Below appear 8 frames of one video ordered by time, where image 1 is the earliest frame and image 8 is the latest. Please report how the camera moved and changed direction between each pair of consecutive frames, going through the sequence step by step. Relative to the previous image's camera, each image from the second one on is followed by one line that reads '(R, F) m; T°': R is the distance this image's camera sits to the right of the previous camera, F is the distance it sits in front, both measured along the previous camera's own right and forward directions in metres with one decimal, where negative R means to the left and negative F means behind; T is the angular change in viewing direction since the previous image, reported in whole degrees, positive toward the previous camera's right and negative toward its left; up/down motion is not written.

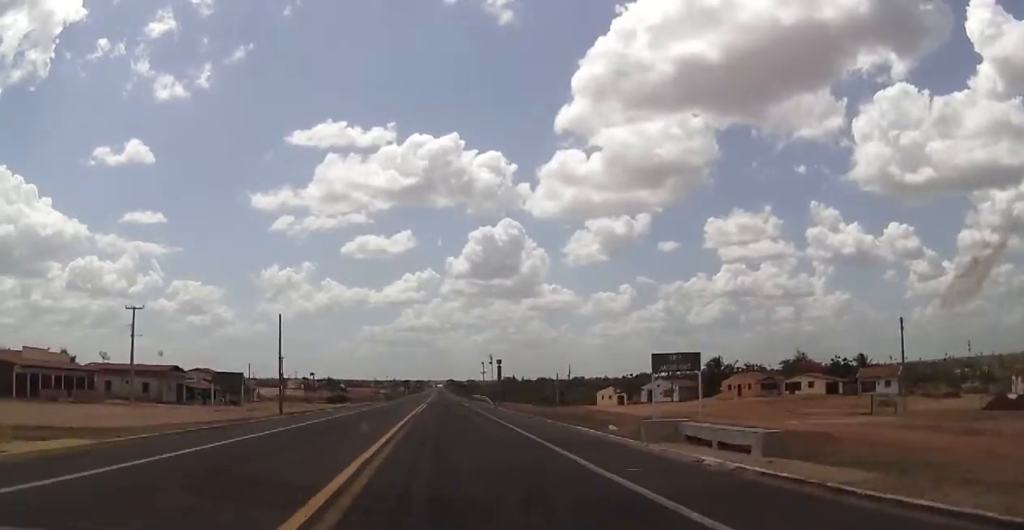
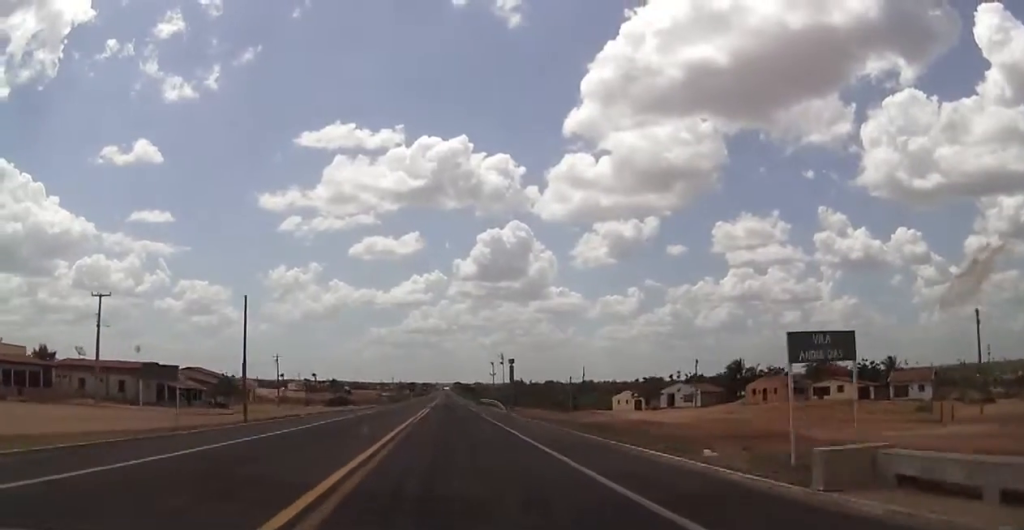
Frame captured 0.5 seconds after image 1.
(0.0, +8.7) m; 0°
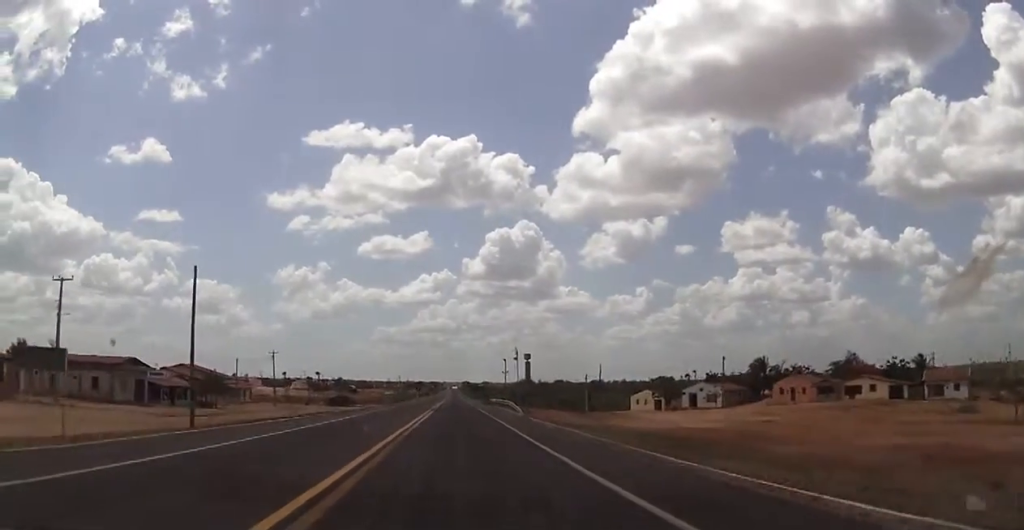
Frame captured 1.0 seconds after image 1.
(+0.1, +8.0) m; 0°
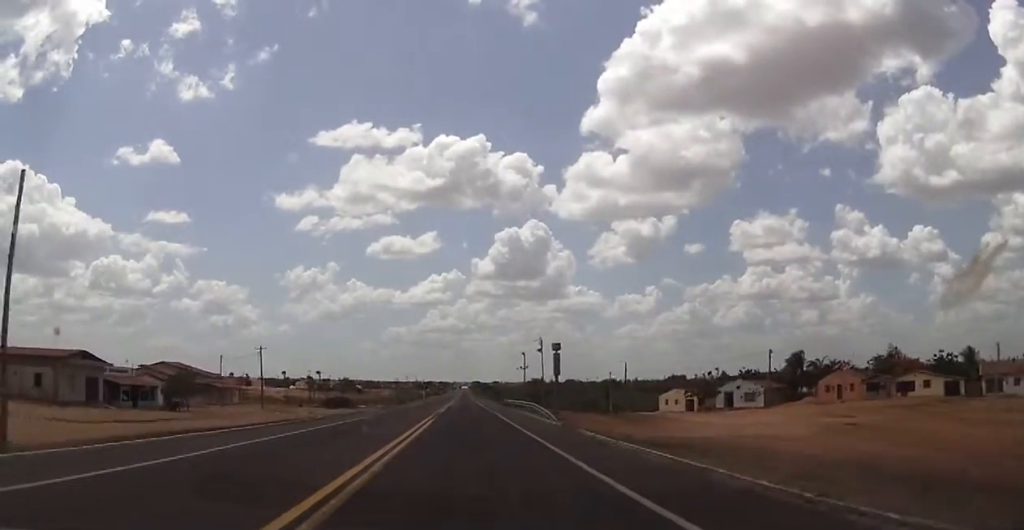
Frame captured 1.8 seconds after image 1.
(0.0, +12.6) m; -1°
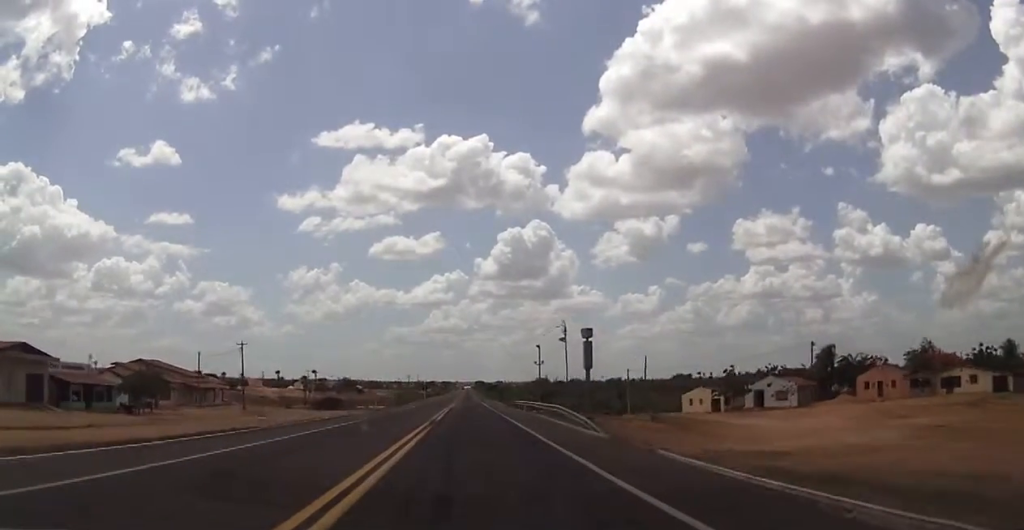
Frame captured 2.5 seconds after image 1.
(0.0, +10.0) m; -1°
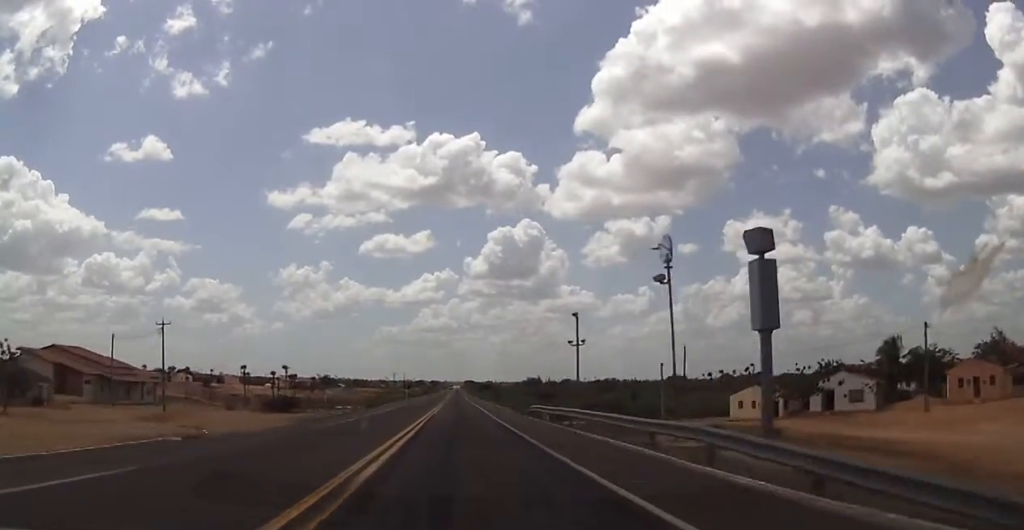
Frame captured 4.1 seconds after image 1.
(0.0, +21.0) m; 0°
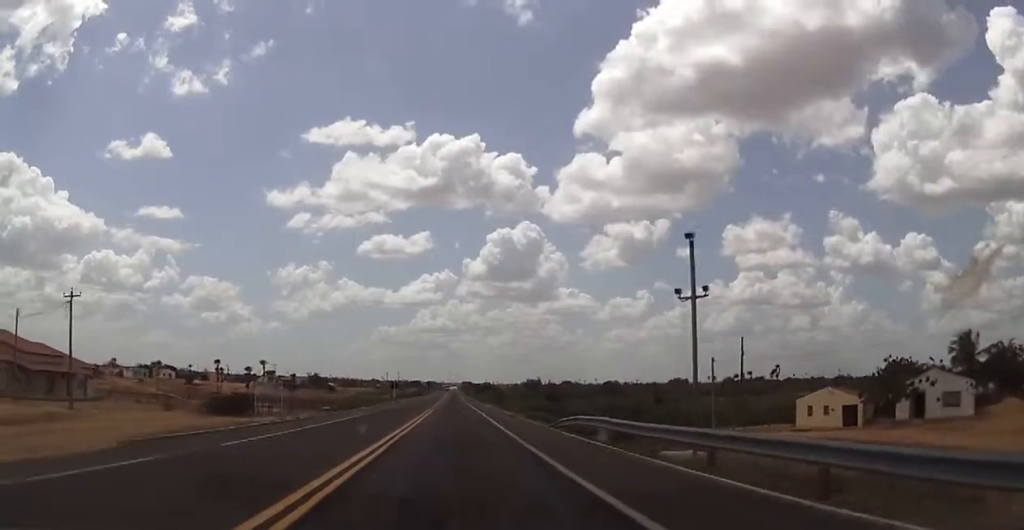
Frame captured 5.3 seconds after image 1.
(-0.2, +16.3) m; 0°
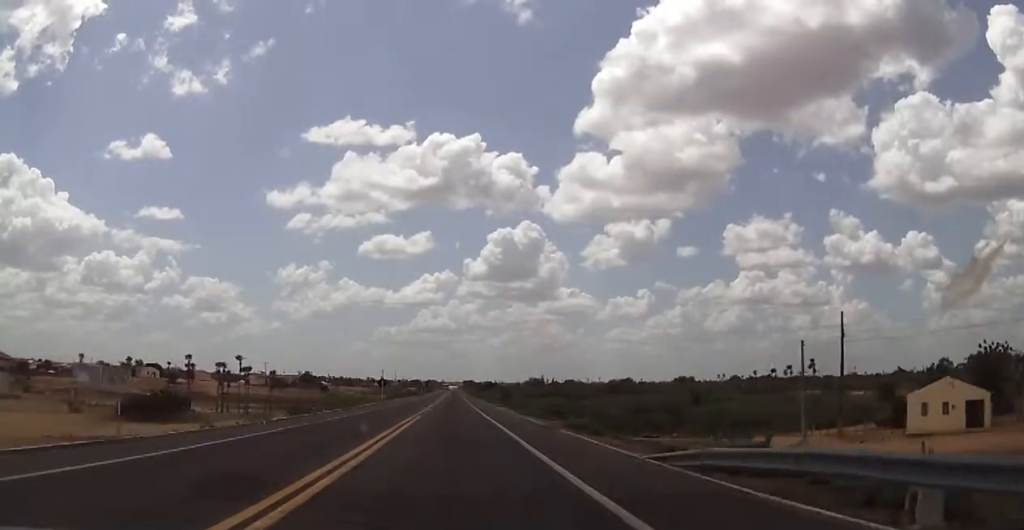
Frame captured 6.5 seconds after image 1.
(+0.1, +16.4) m; +1°
